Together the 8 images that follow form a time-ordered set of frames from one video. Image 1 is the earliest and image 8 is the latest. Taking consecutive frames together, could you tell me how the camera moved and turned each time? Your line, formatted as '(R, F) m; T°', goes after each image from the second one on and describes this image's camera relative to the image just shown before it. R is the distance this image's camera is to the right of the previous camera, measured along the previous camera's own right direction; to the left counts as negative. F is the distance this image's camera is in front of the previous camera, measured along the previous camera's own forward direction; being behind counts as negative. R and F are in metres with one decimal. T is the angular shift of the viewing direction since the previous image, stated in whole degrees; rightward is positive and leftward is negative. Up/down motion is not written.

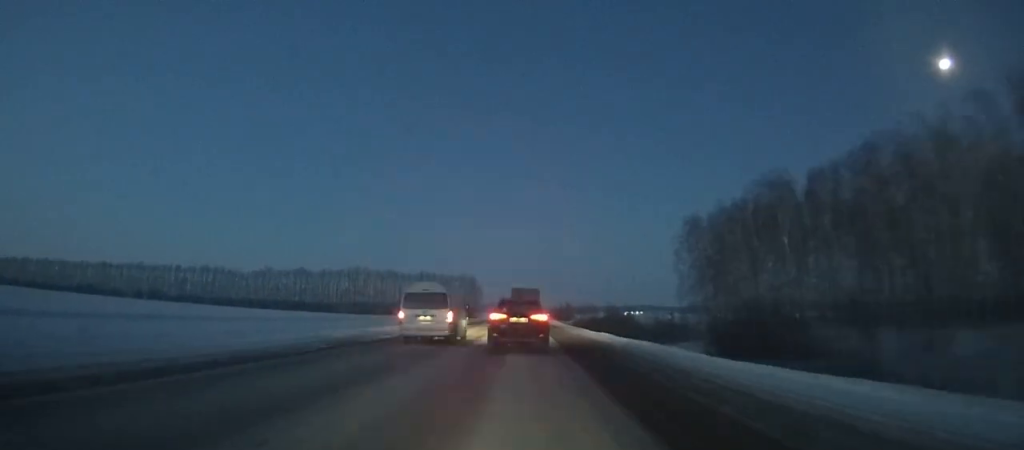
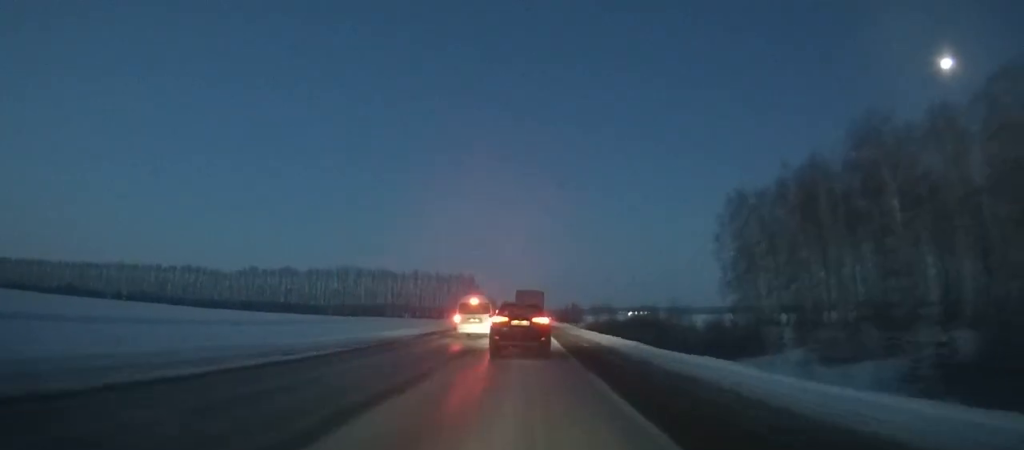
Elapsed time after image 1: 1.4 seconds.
(-0.1, +25.3) m; 0°
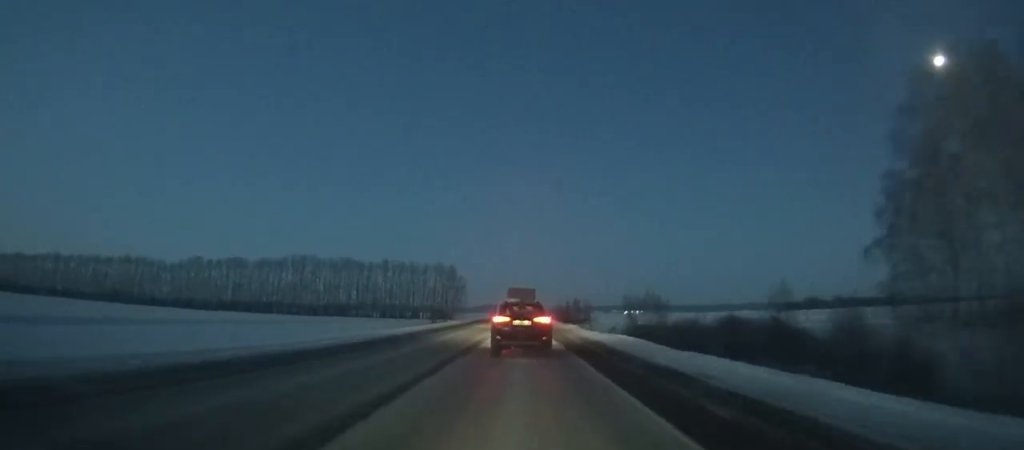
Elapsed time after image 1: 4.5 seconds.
(+0.3, +54.9) m; +1°
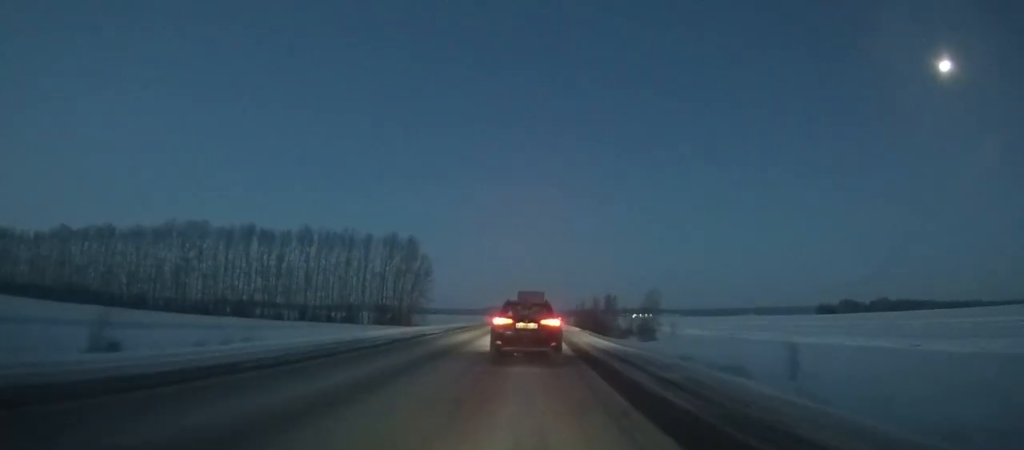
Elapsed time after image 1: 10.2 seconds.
(+0.6, +97.2) m; +1°
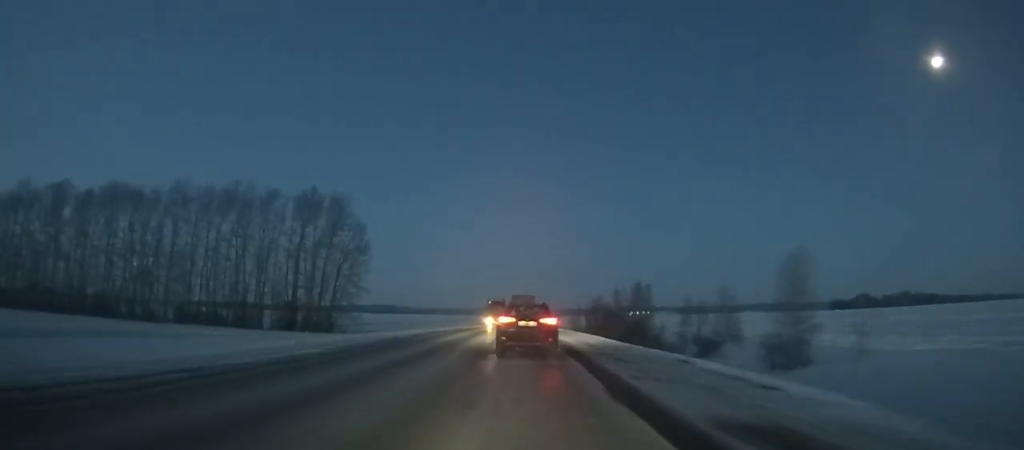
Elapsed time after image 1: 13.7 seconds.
(+0.2, +57.9) m; 0°
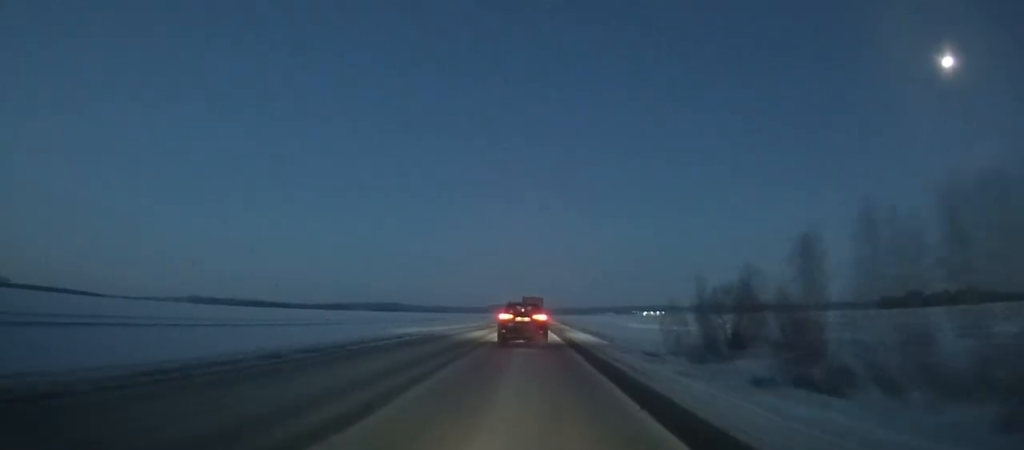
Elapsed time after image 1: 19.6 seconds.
(-0.8, +99.1) m; -1°
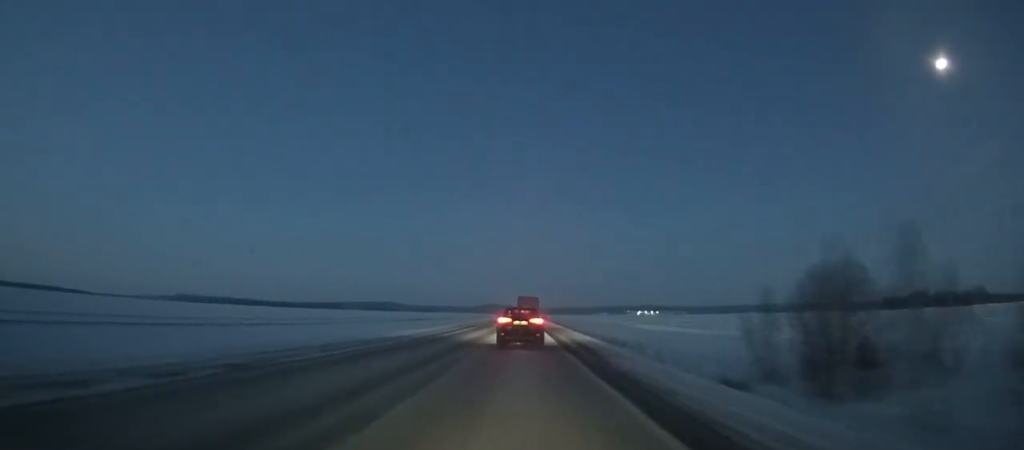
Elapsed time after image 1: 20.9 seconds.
(0.0, +22.8) m; 0°
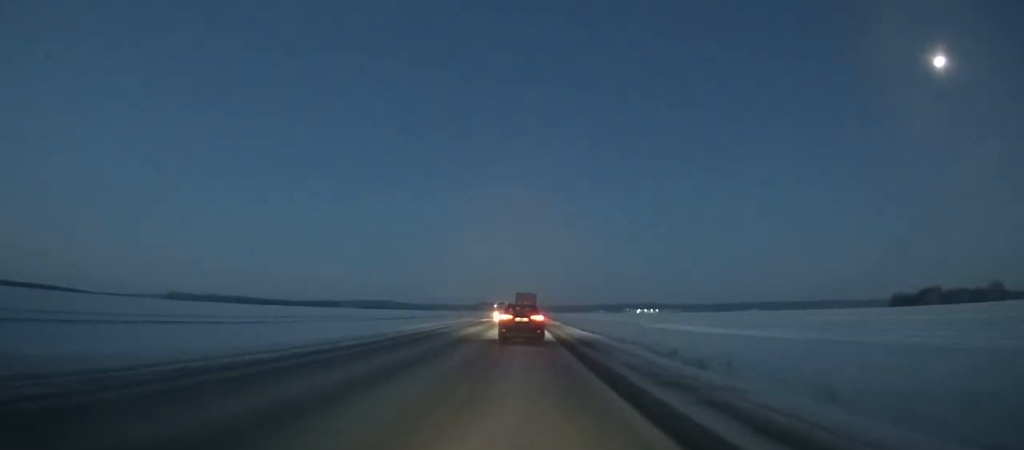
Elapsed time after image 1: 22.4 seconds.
(0.0, +26.3) m; 0°
